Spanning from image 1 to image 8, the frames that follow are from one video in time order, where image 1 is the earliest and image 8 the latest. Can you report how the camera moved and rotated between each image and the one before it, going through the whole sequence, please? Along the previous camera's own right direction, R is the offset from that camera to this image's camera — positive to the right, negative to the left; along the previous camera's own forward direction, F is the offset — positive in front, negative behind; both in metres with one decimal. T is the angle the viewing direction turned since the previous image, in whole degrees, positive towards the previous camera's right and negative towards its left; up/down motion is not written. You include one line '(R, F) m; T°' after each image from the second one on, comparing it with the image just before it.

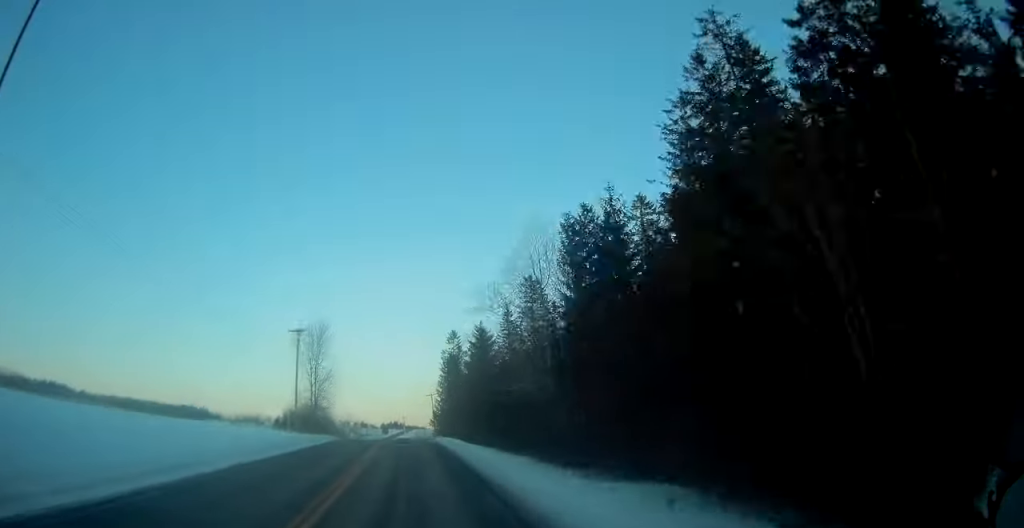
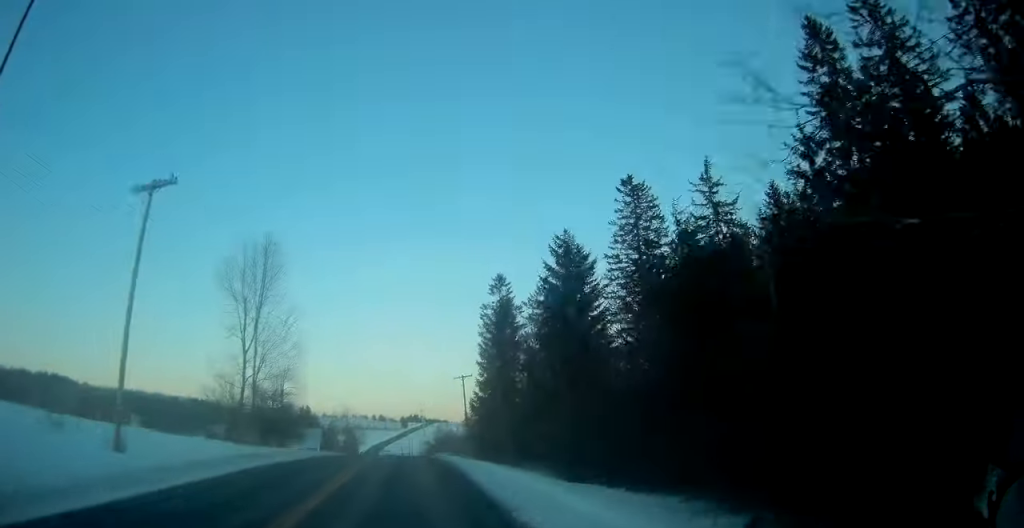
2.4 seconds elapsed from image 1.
(-0.7, +36.3) m; -2°
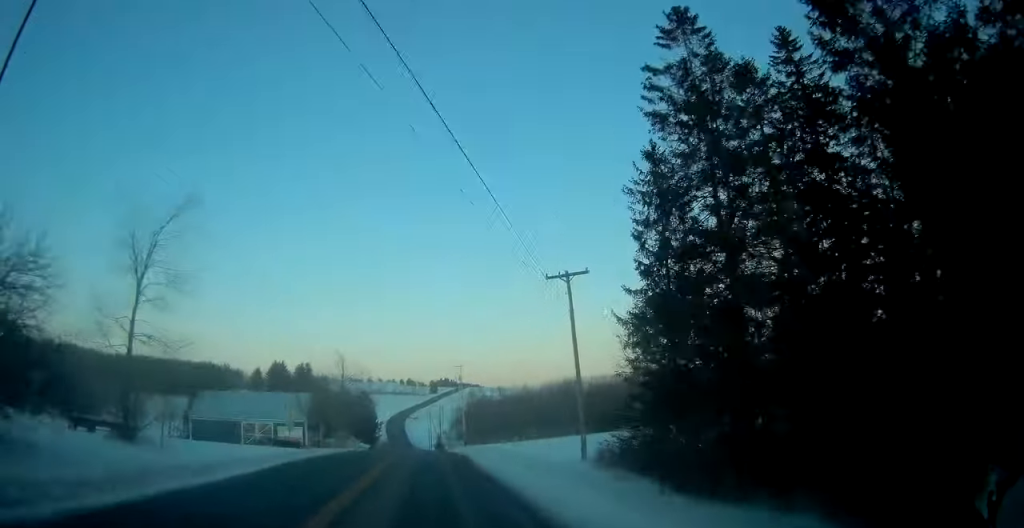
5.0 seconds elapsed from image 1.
(-0.7, +40.9) m; -1°
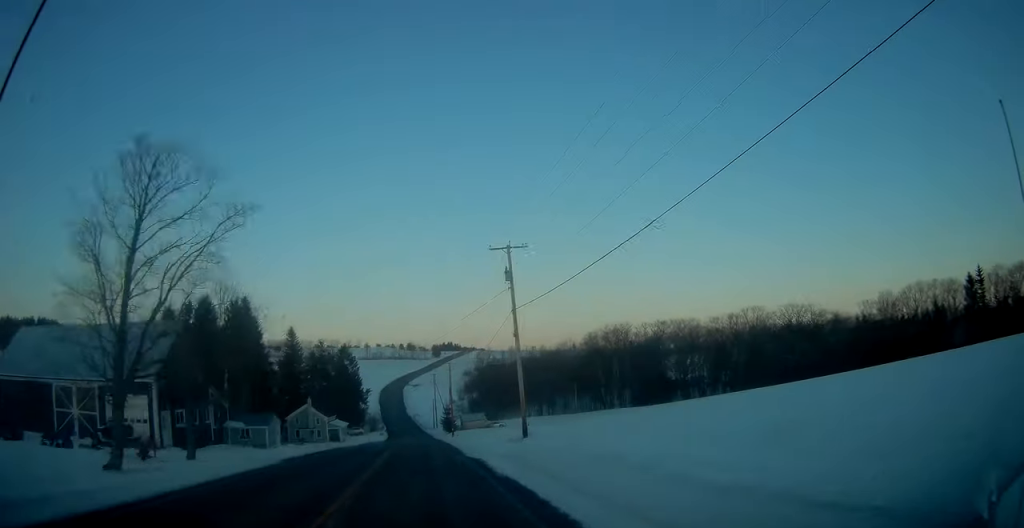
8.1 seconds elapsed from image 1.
(-0.5, +50.8) m; -1°
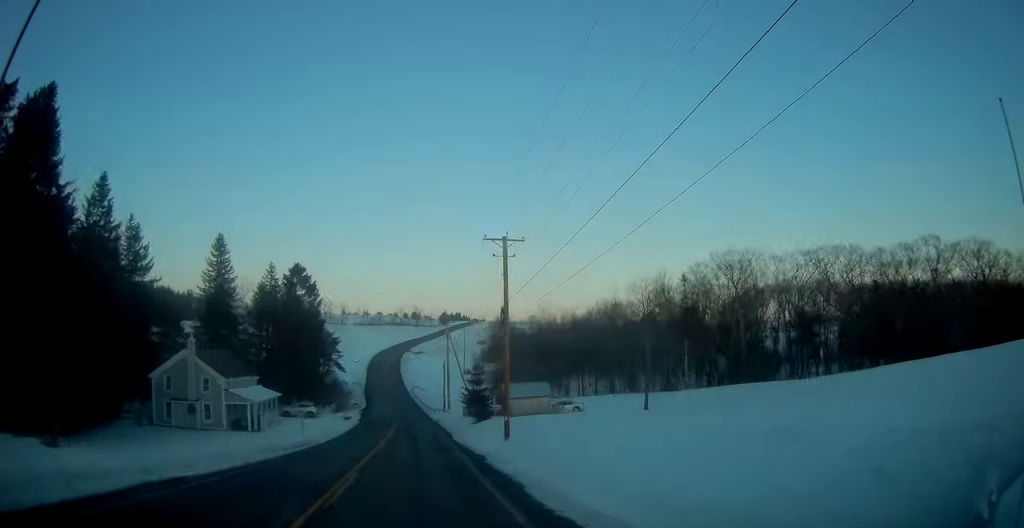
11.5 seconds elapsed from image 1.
(-0.3, +58.4) m; -1°
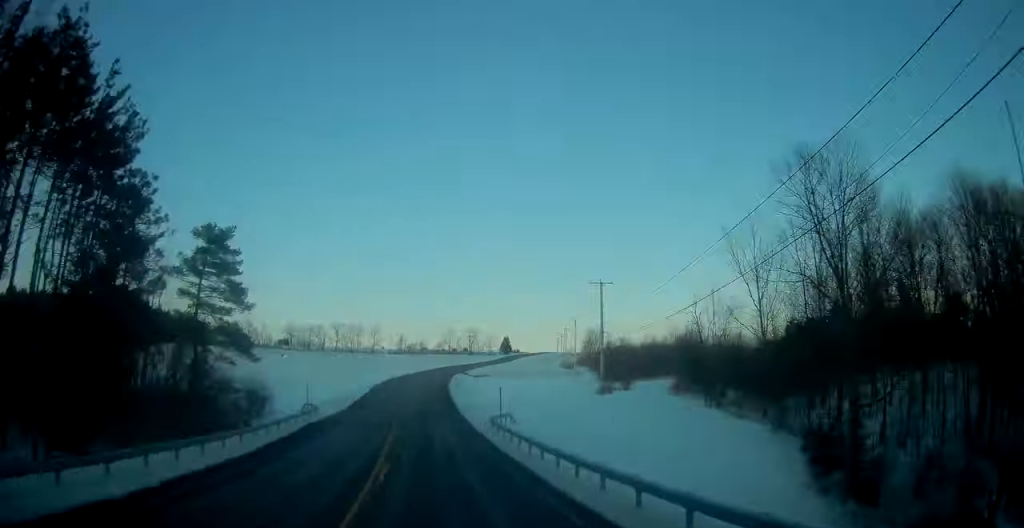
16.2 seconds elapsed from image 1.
(-2.3, +84.6) m; -2°
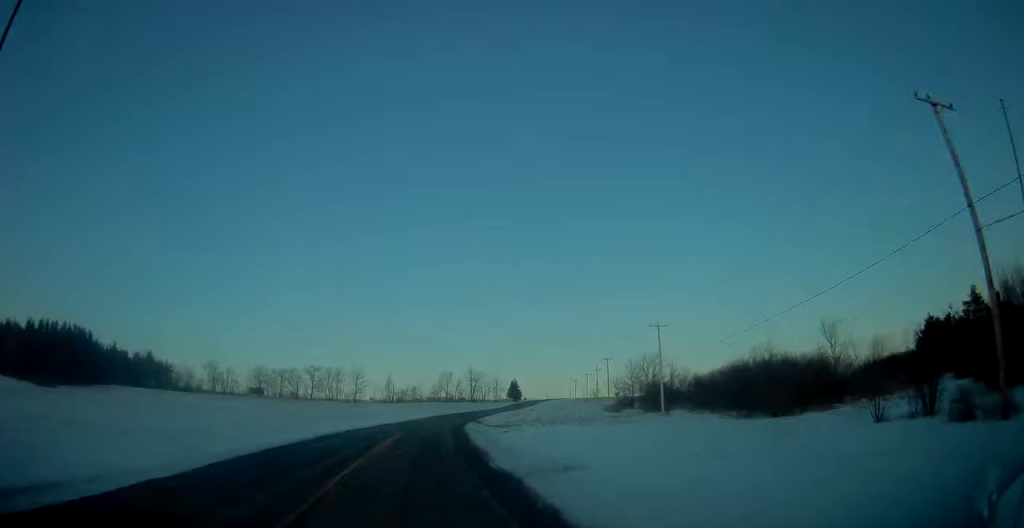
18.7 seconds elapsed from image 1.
(-0.3, +45.9) m; +1°
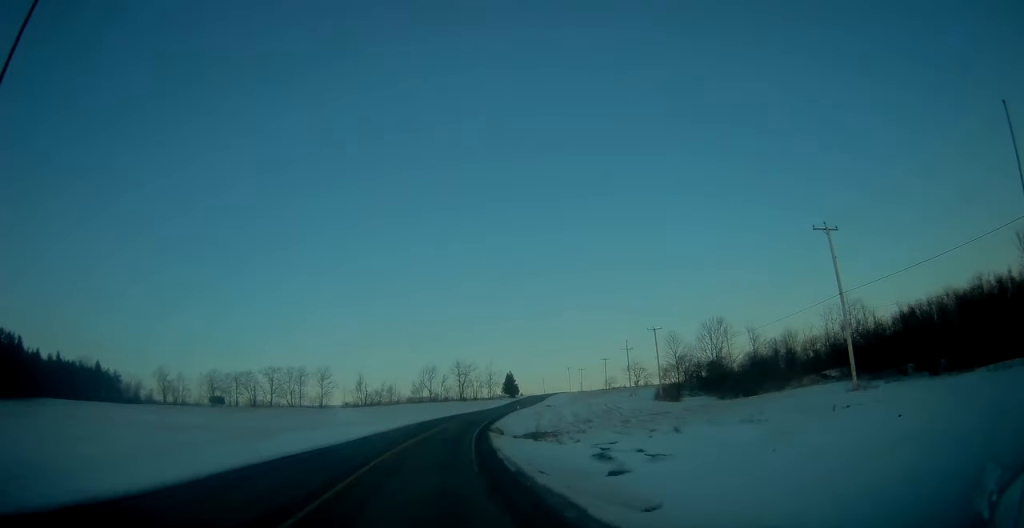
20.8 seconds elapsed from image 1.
(+0.4, +38.0) m; +4°
